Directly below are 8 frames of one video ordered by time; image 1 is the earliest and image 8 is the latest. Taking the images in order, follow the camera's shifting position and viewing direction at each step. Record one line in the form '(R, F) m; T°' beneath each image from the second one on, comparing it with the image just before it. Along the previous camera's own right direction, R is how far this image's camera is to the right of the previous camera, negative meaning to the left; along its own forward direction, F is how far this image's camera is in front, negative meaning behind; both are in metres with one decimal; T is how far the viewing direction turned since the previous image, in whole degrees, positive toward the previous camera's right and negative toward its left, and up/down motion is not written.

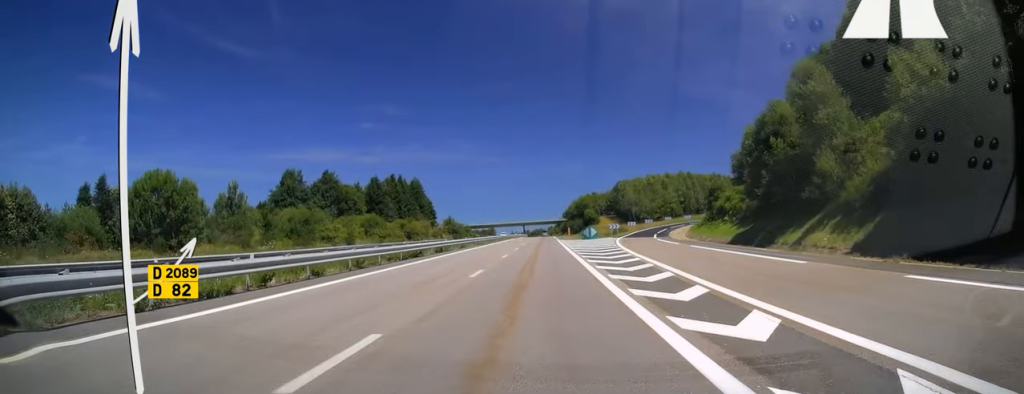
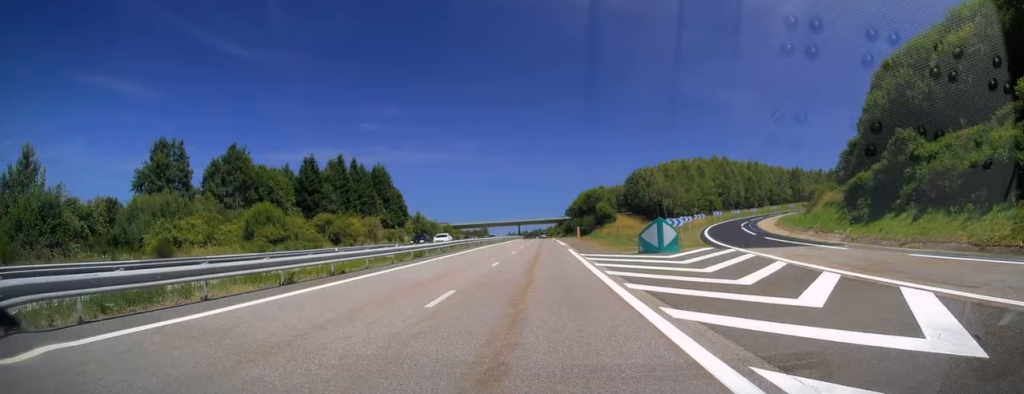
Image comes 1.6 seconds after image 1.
(+0.3, +46.0) m; 0°
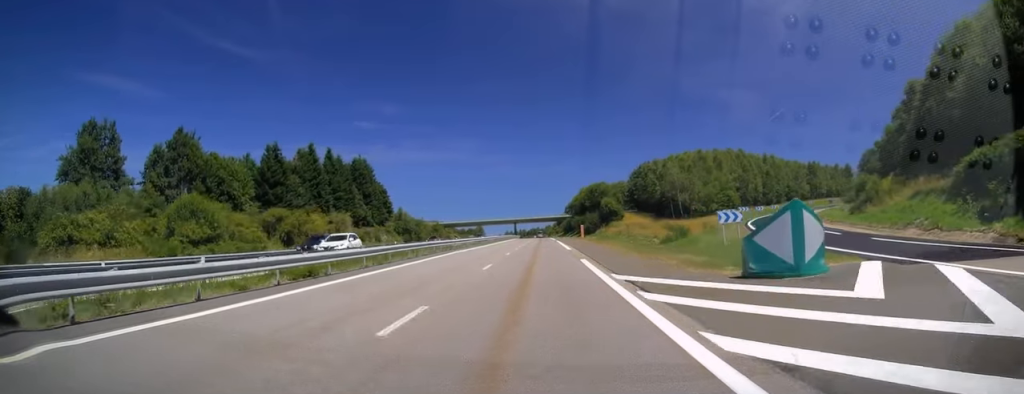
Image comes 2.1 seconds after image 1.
(0.0, +16.2) m; 0°
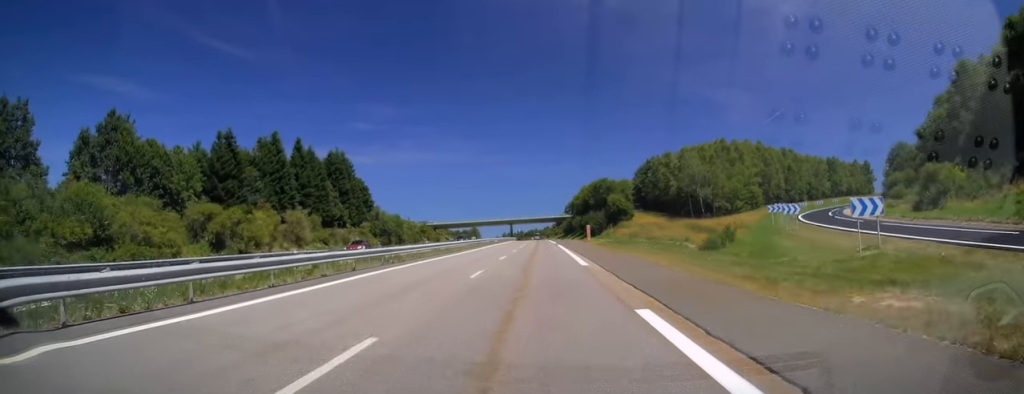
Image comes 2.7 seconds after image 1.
(0.0, +16.2) m; 0°
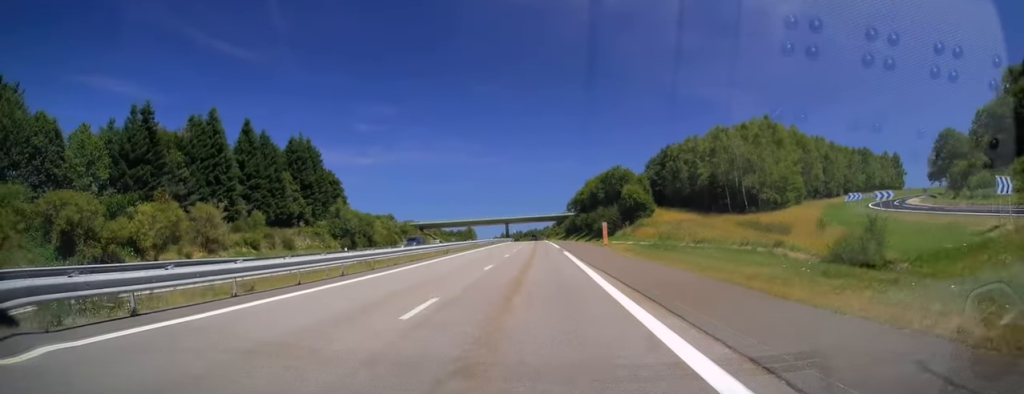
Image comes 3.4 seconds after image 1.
(0.0, +21.1) m; 0°
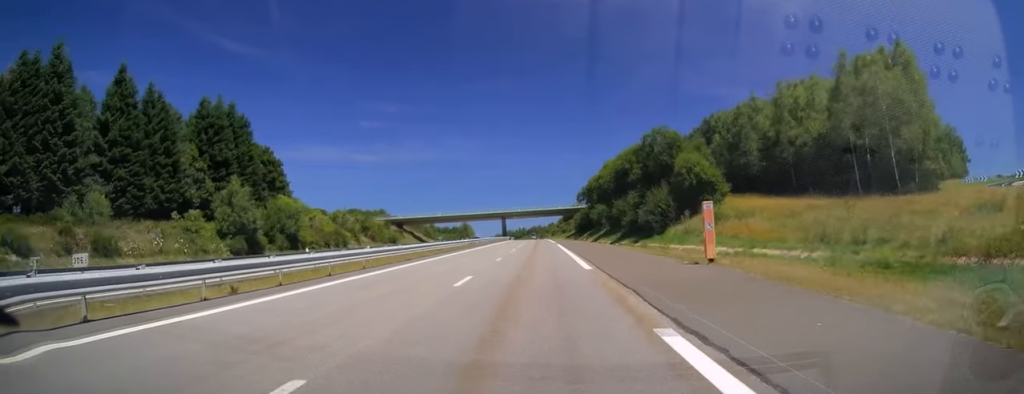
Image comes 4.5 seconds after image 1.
(0.0, +33.3) m; -1°
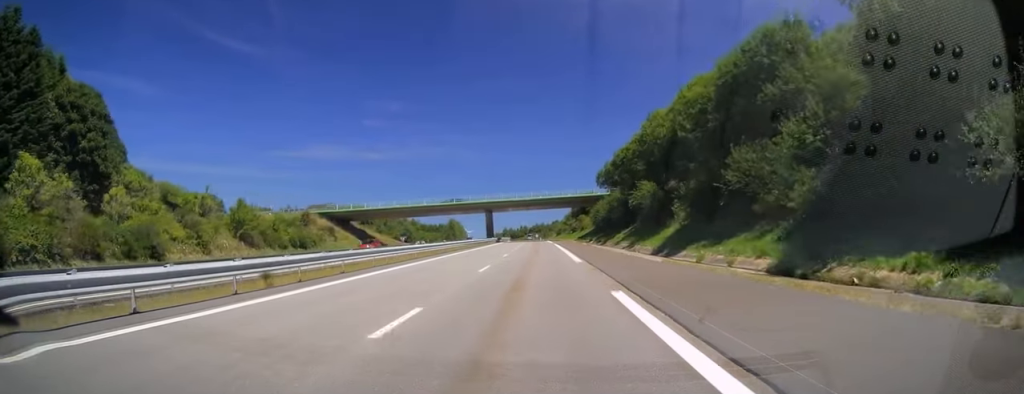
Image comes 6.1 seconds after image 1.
(-0.1, +46.8) m; 0°
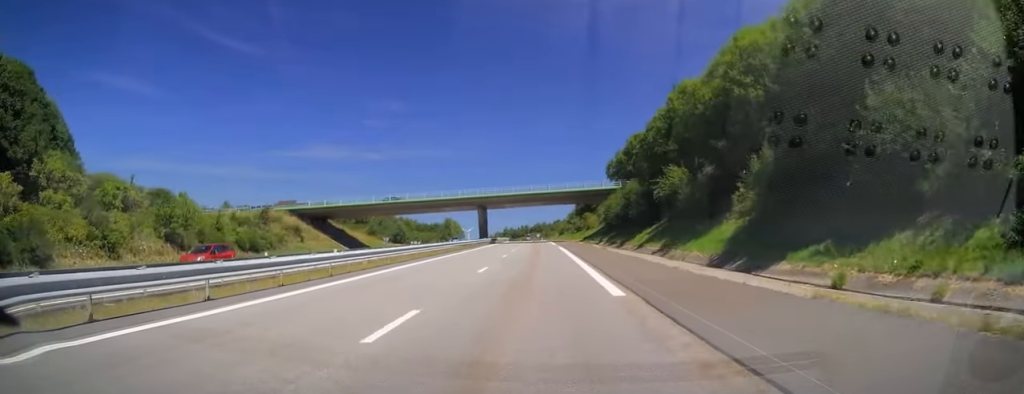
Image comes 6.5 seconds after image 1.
(+0.2, +13.3) m; 0°
